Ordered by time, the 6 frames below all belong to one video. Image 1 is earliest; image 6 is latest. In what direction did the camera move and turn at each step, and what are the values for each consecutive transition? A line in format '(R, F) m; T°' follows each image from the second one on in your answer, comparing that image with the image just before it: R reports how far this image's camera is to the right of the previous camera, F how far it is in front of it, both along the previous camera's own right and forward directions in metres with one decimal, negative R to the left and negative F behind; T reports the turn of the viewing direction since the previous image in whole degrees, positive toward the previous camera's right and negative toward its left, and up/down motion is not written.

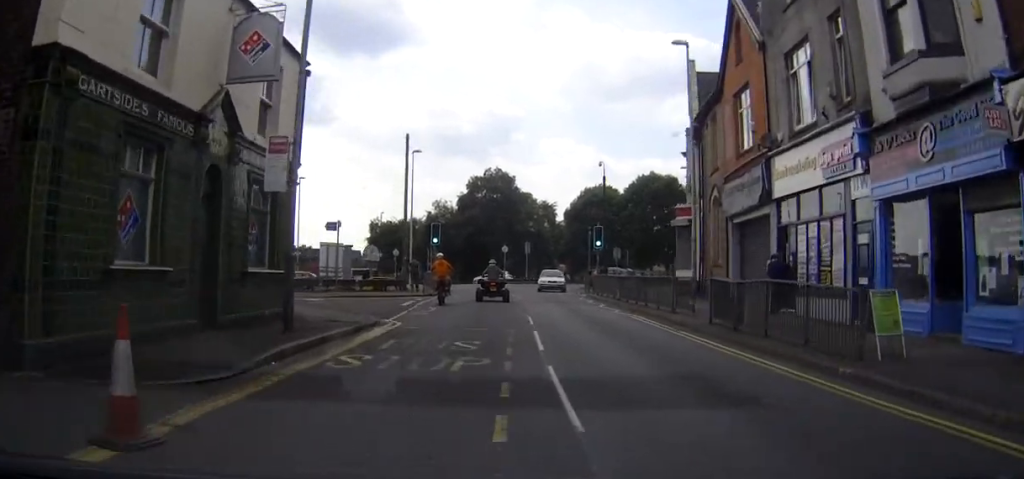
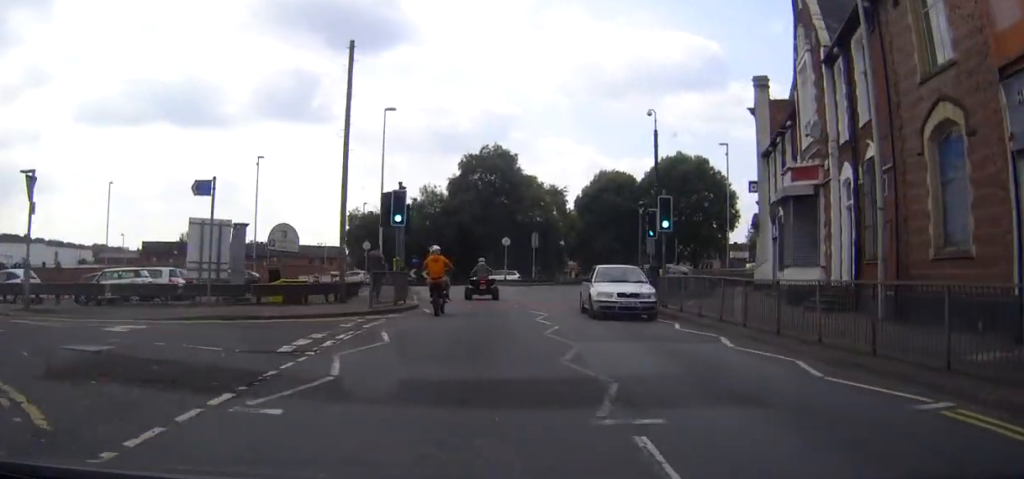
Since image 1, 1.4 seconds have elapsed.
(+0.2, +15.7) m; +1°
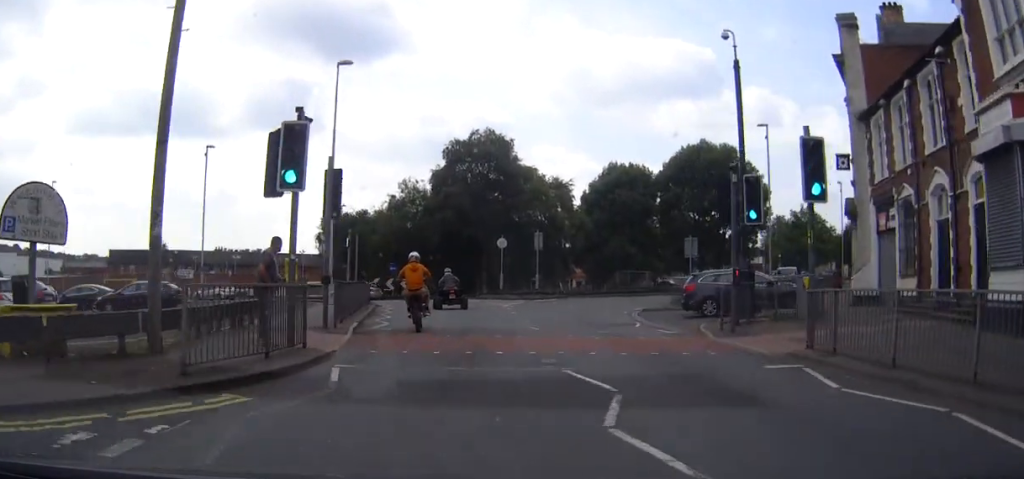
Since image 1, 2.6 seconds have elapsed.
(-0.2, +12.5) m; -3°
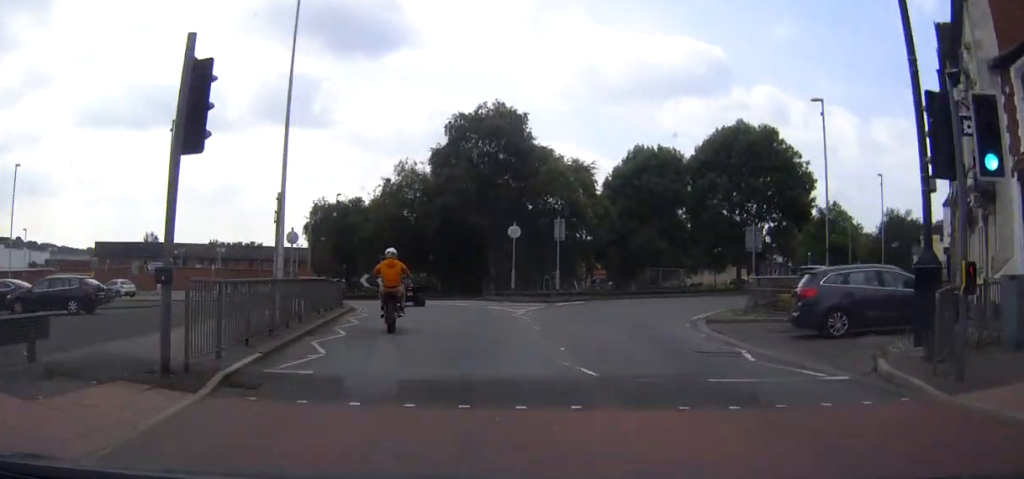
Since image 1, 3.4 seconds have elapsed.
(-0.3, +8.8) m; -2°
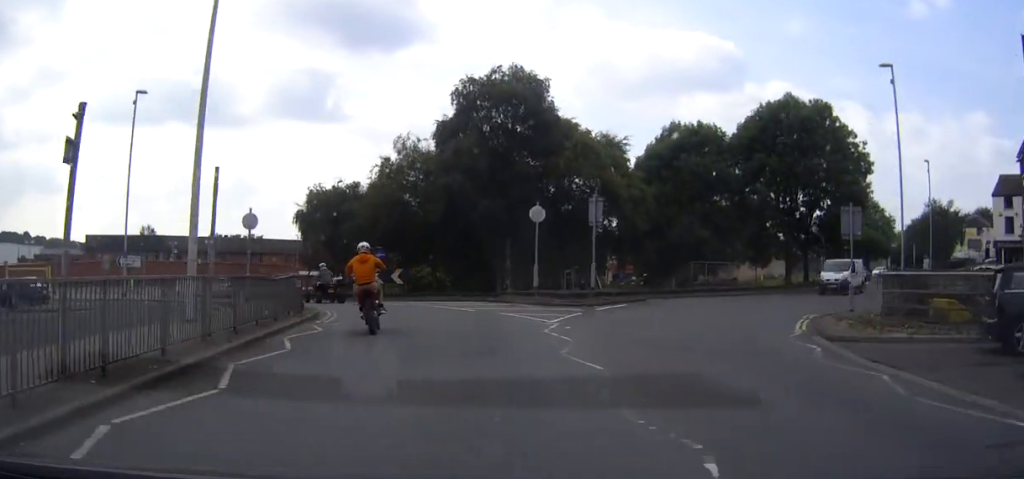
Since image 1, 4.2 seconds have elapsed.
(0.0, +8.0) m; 0°
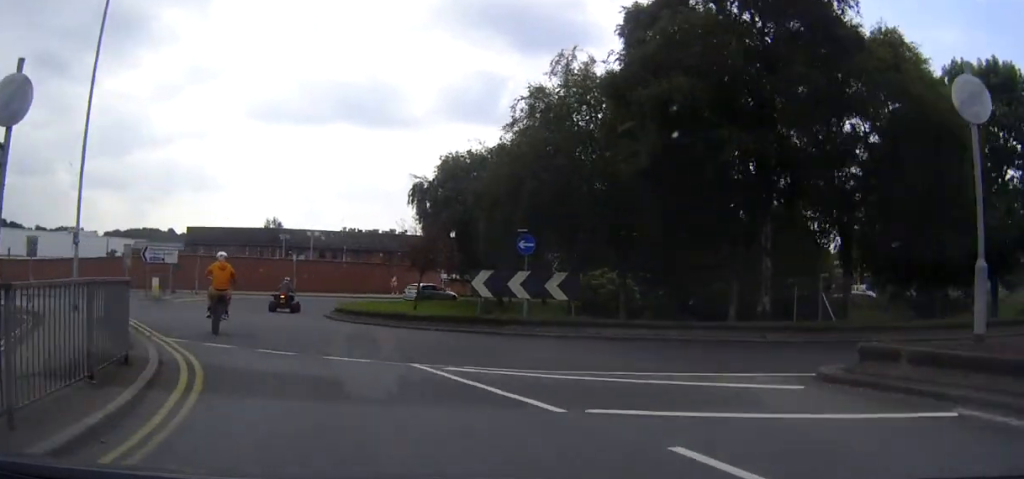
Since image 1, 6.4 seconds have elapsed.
(-1.1, +19.1) m; -11°
